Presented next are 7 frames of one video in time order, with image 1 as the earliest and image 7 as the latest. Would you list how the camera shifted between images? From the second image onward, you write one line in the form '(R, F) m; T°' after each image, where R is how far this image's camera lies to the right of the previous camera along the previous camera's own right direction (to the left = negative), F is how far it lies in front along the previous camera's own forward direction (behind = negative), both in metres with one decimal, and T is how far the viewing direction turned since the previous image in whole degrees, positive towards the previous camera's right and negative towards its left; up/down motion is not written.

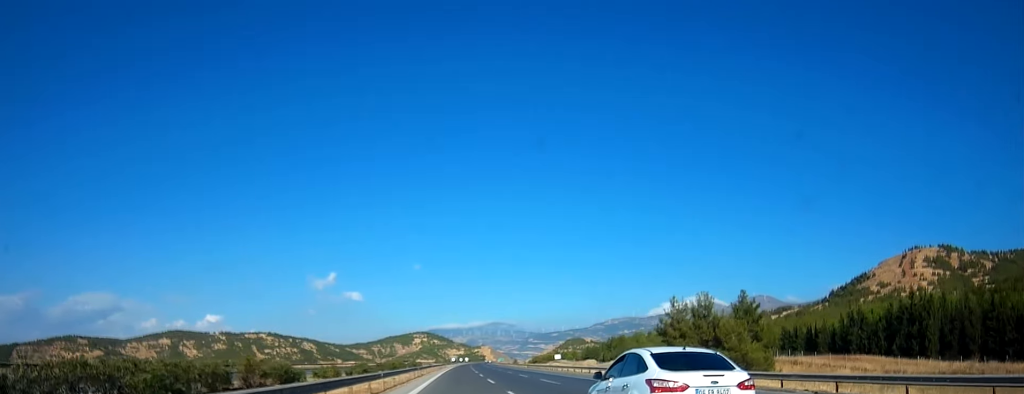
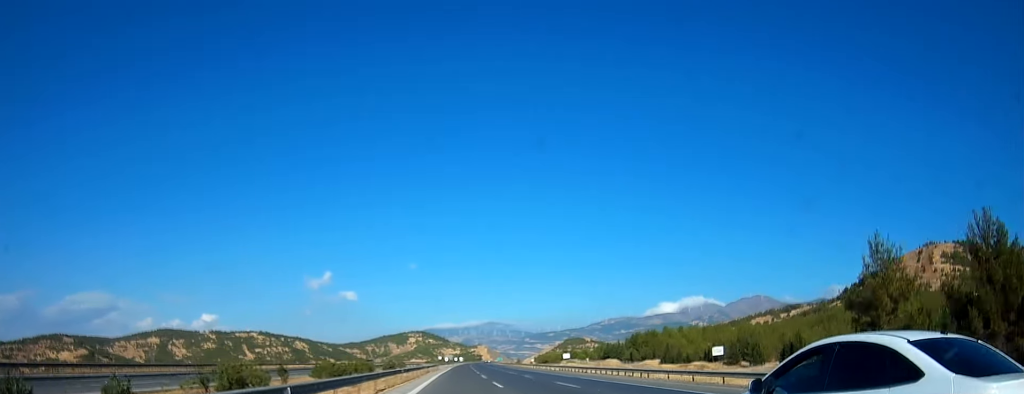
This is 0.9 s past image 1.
(+0.2, +38.4) m; +1°
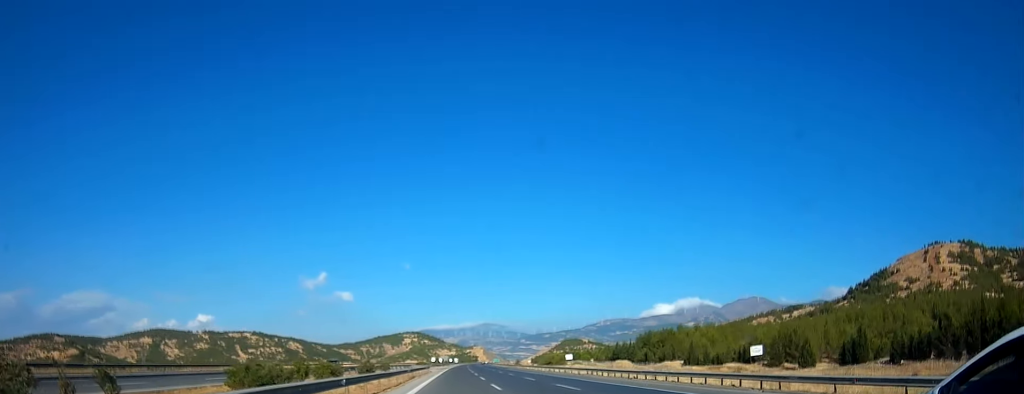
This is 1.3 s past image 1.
(+0.2, +17.8) m; 0°
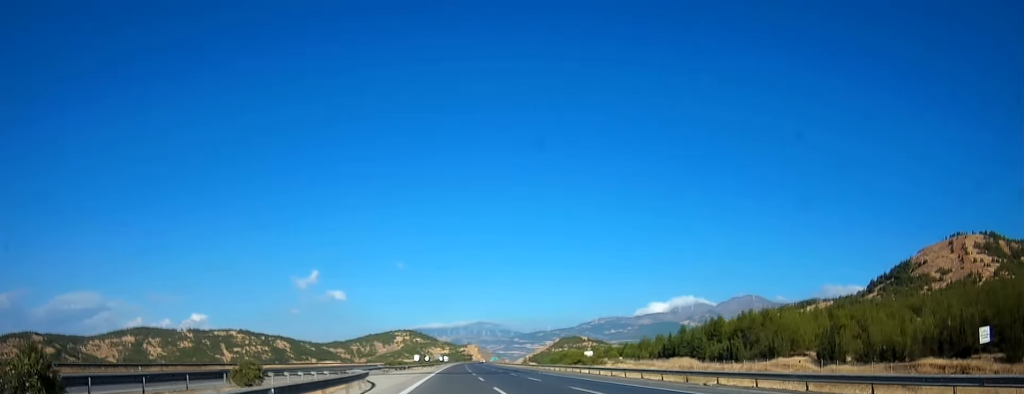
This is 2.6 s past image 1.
(+0.2, +54.3) m; +1°
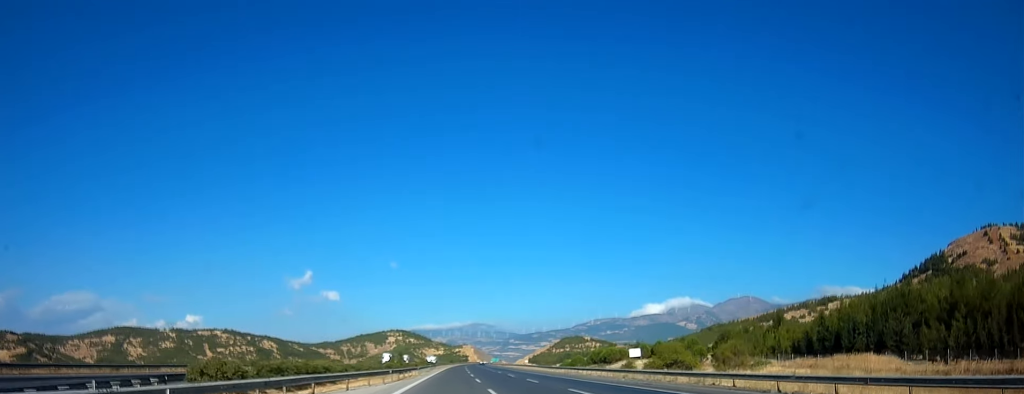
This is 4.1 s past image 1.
(+0.3, +65.5) m; 0°
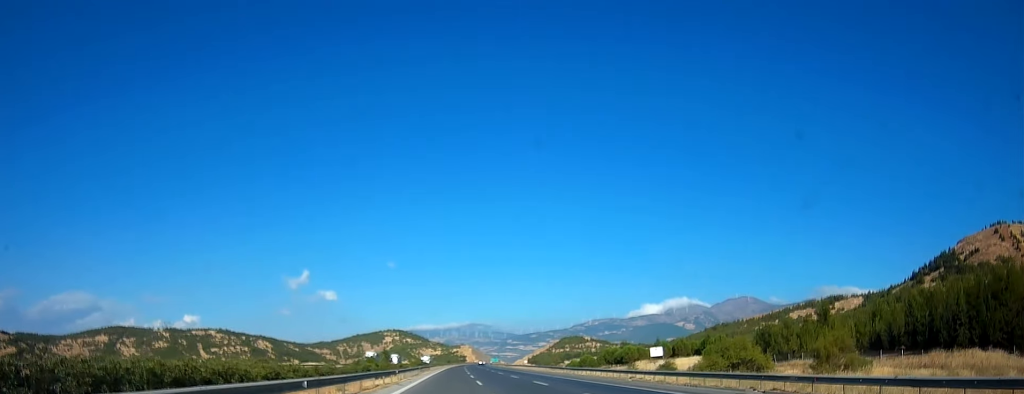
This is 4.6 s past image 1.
(-0.2, +20.2) m; 0°
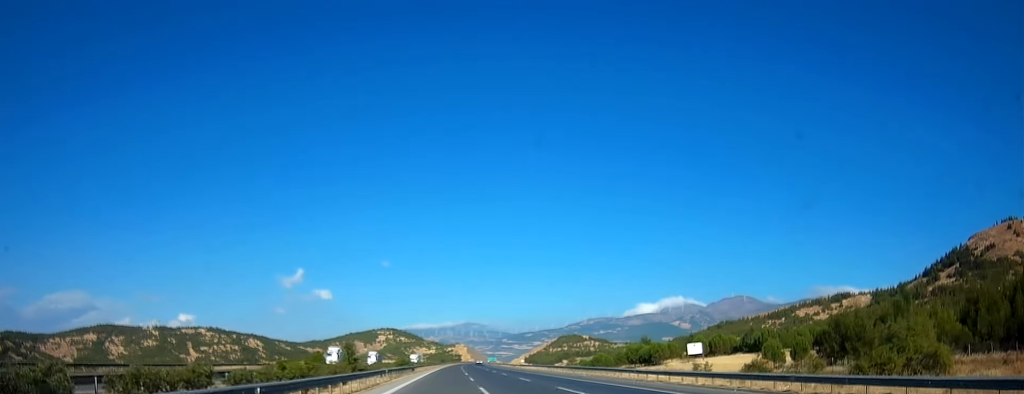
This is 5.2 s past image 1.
(+0.4, +27.5) m; +1°
